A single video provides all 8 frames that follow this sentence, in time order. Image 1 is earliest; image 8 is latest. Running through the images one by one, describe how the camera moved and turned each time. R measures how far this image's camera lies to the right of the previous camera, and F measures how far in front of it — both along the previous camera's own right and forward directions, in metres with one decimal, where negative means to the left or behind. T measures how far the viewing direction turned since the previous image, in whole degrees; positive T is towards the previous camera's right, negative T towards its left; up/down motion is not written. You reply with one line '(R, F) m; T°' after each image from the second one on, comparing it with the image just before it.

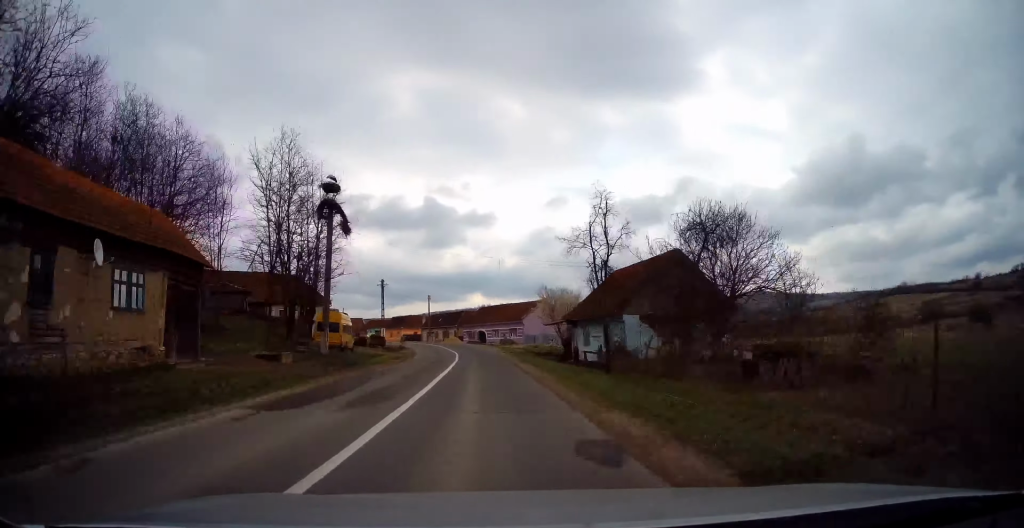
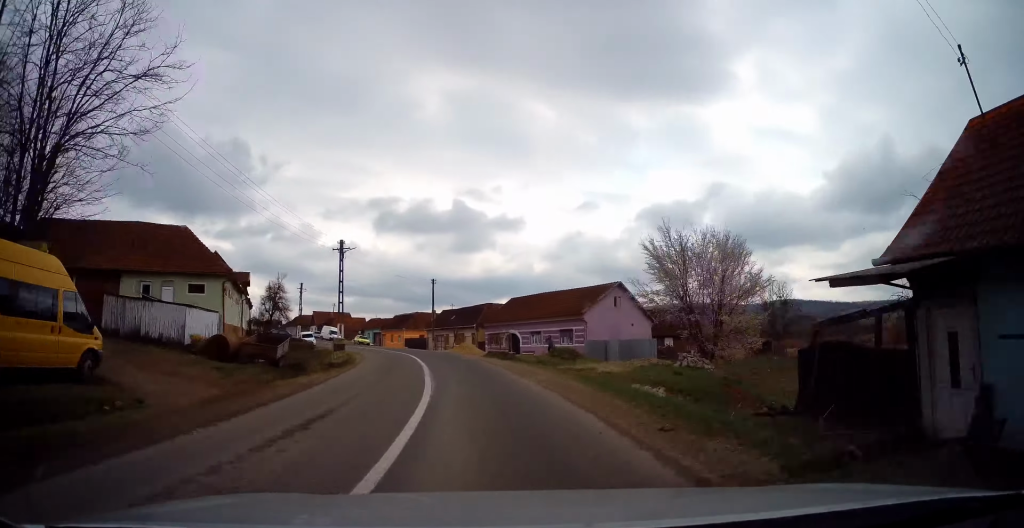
(-1.1, +30.5) m; -4°
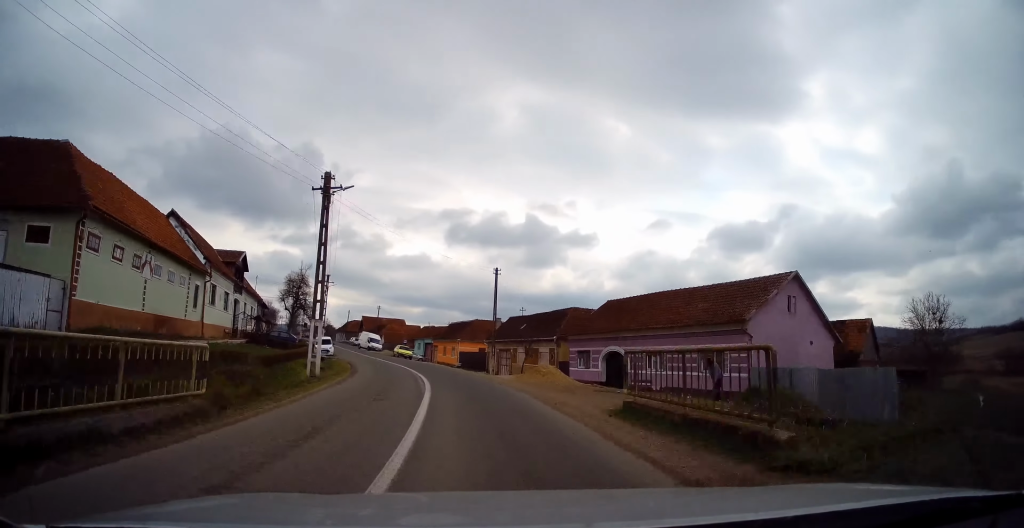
(-0.6, +18.7) m; -6°
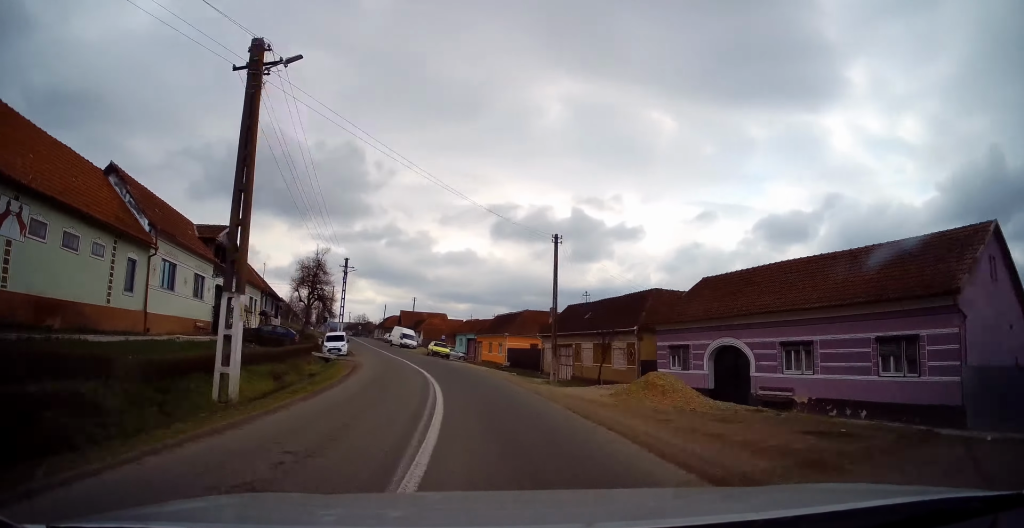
(0.0, +10.6) m; -6°
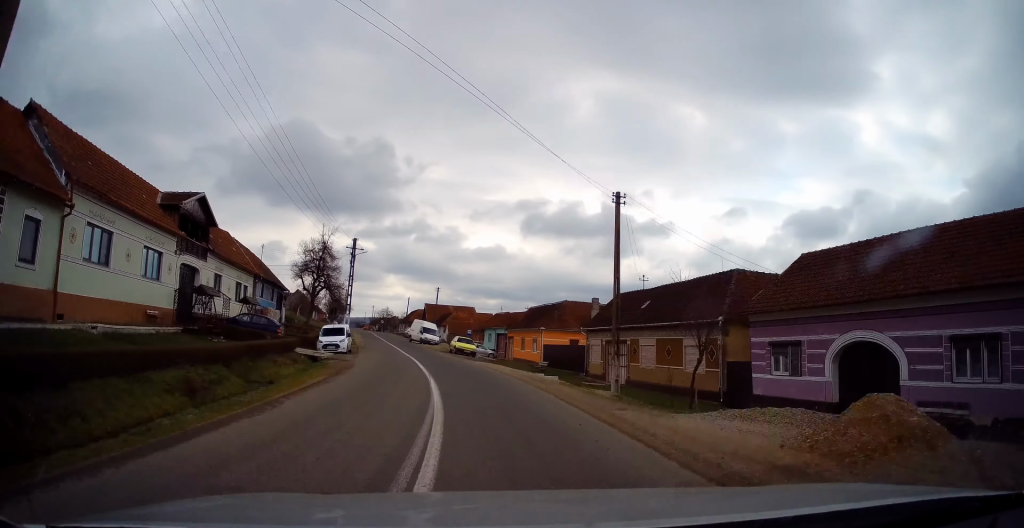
(-0.7, +7.6) m; -3°
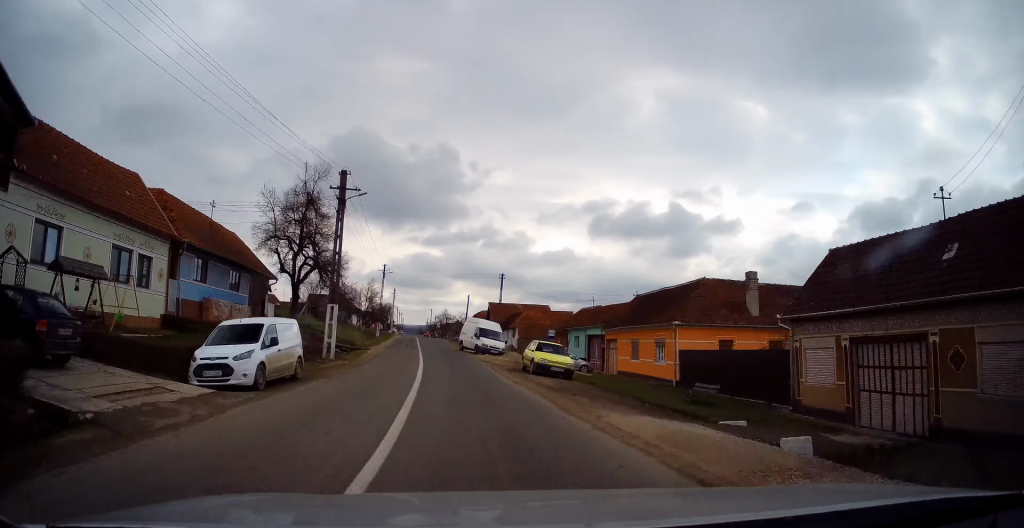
(-1.1, +19.2) m; -6°
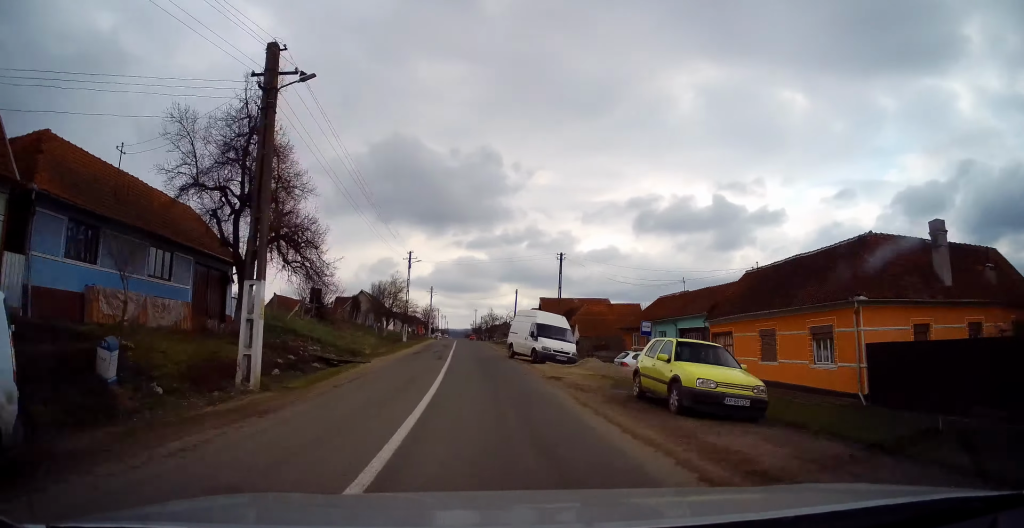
(-0.4, +11.8) m; -3°
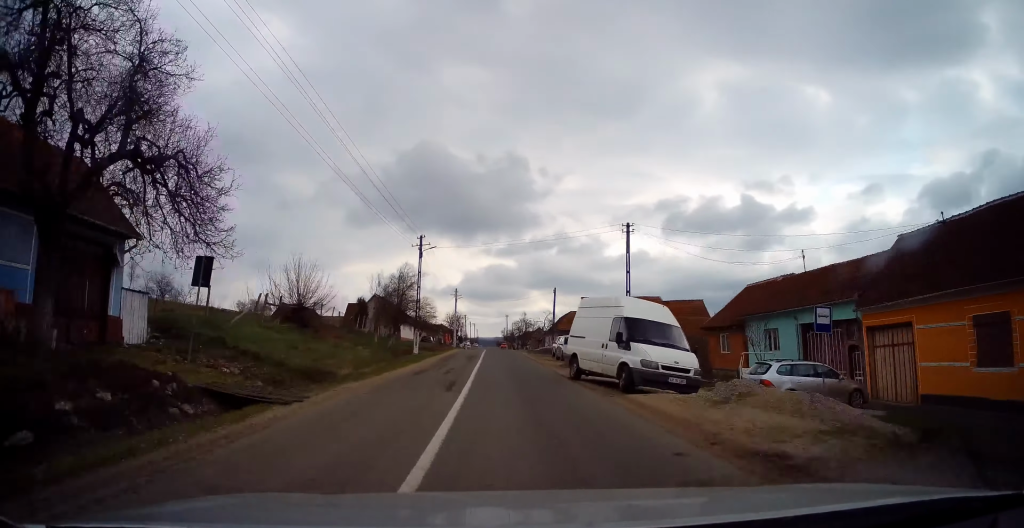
(-0.3, +11.0) m; -3°
